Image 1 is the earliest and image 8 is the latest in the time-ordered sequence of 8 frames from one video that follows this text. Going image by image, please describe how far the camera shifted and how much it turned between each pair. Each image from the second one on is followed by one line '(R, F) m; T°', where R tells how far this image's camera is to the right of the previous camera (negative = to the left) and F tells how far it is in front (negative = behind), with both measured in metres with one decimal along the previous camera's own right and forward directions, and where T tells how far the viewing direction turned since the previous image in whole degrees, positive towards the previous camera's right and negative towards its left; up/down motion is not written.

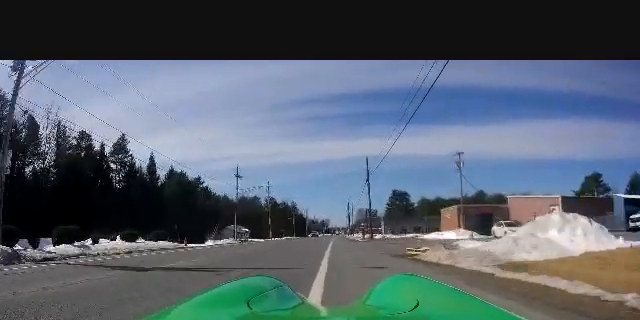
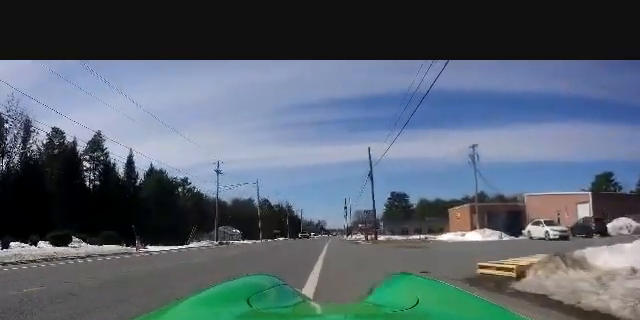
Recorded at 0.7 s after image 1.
(-0.1, +7.3) m; +1°
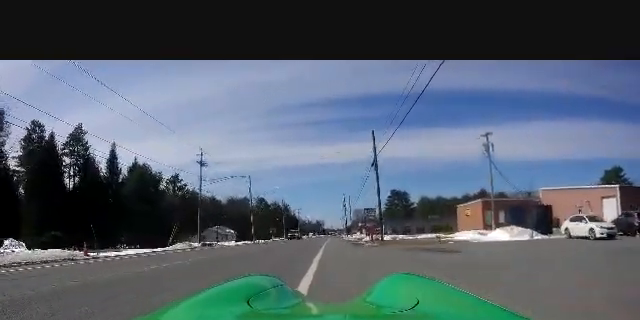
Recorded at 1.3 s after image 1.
(0.0, +5.3) m; 0°
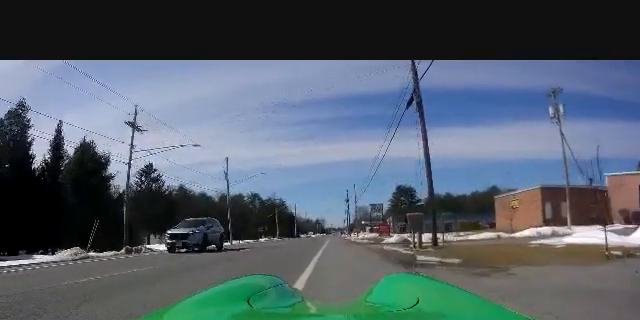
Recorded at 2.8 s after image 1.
(-0.2, +15.0) m; -1°
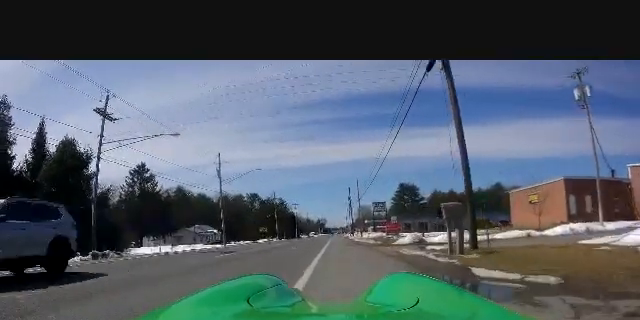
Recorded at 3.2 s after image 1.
(-0.2, +4.0) m; 0°
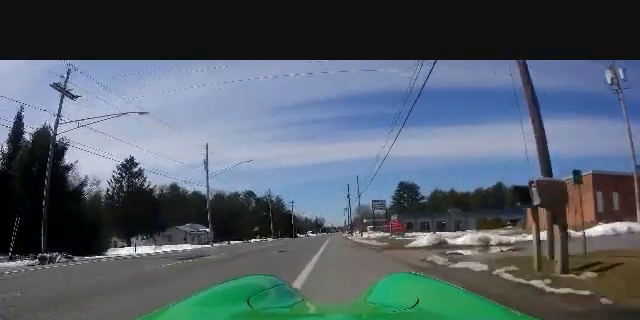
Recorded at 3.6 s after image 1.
(+0.3, +4.3) m; +1°
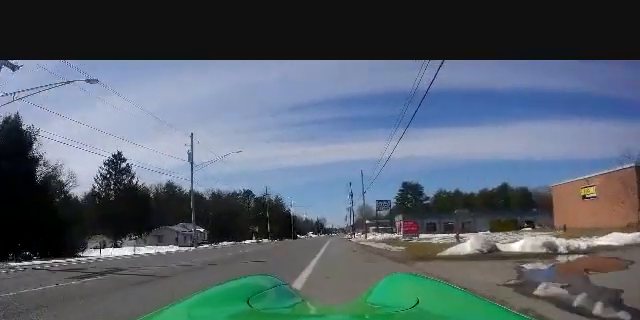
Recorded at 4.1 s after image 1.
(+0.3, +5.3) m; +1°
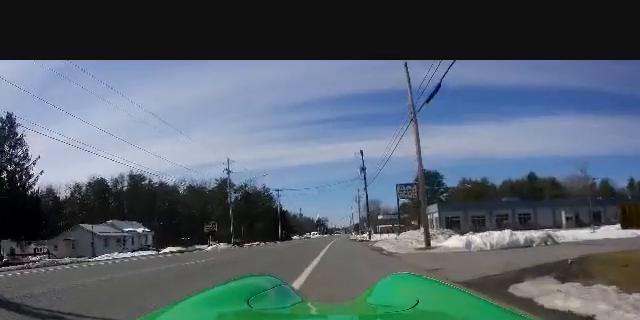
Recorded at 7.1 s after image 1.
(-1.1, +29.5) m; -2°
